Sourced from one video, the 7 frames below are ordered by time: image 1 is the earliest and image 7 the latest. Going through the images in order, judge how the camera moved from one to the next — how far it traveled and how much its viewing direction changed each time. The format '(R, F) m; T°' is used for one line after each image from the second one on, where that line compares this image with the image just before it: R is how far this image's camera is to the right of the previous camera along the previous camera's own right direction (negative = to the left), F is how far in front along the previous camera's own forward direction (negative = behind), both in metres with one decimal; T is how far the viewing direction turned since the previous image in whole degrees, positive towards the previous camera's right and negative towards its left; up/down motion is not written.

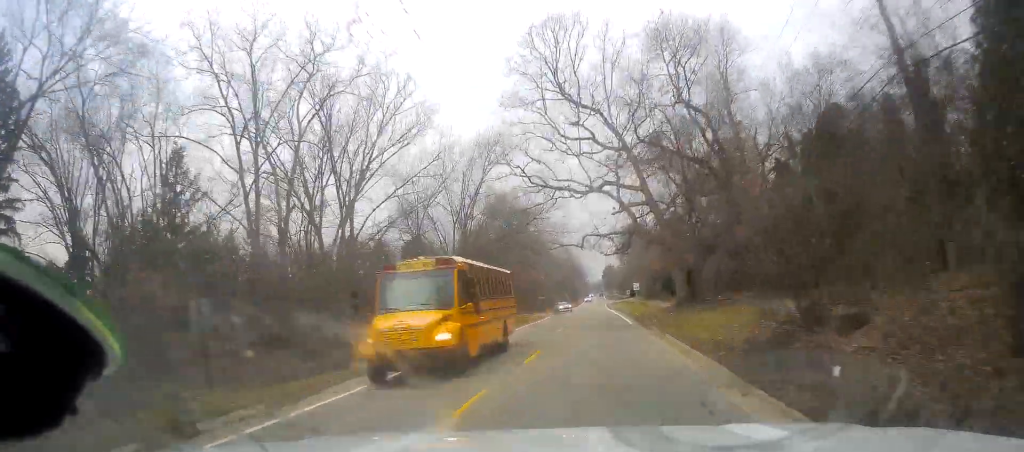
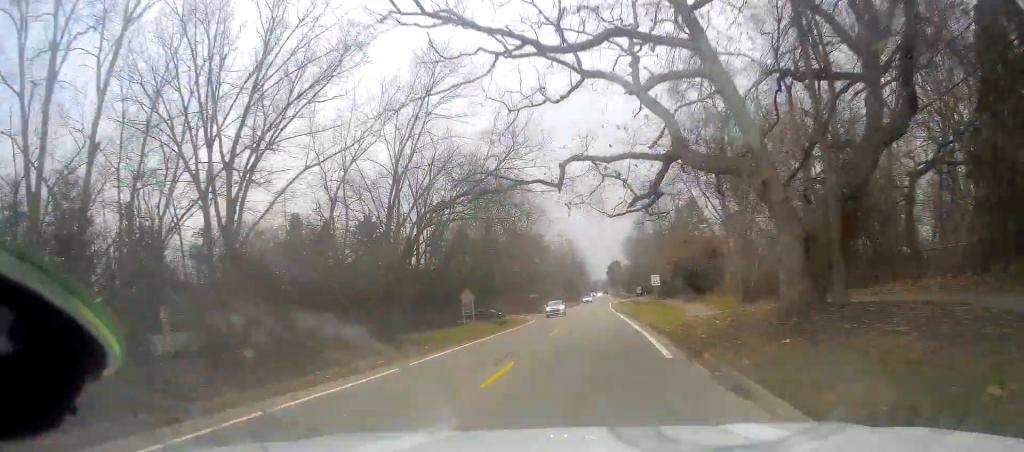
(-0.1, +19.4) m; -1°
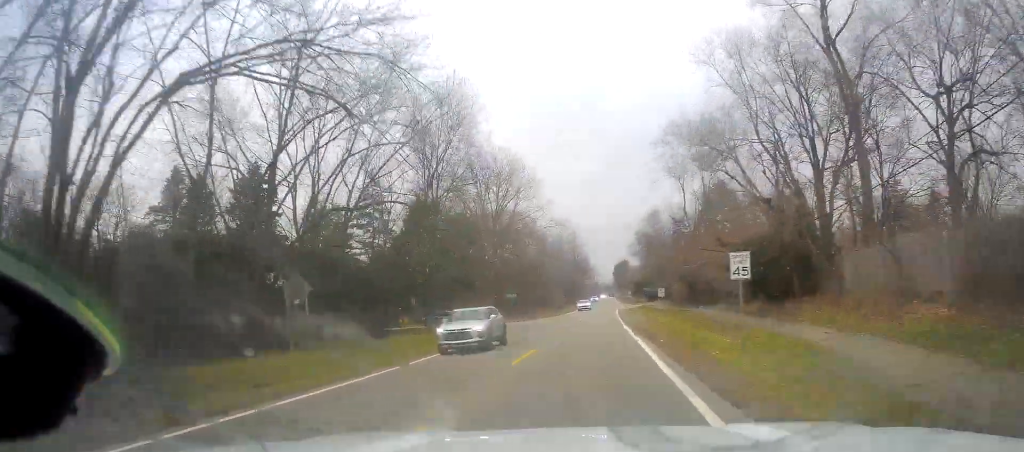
(-0.1, +25.6) m; -1°
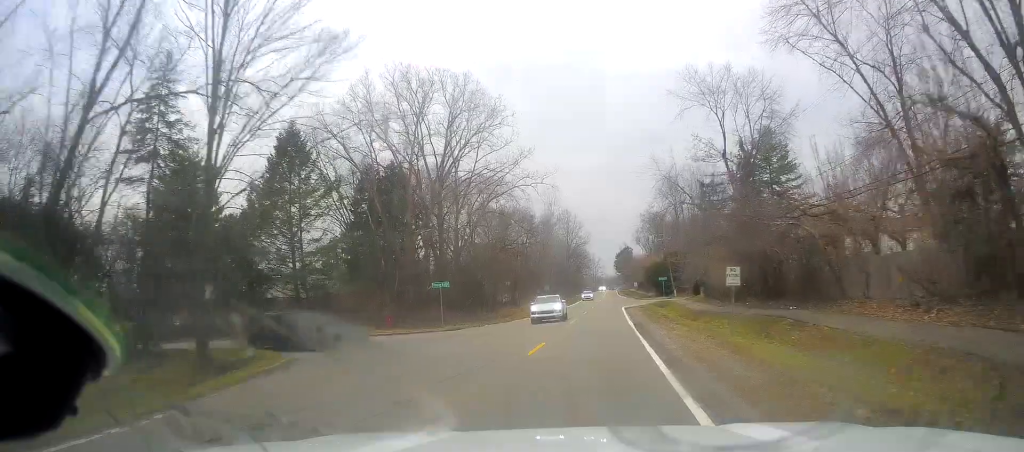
(-0.3, +29.6) m; 0°
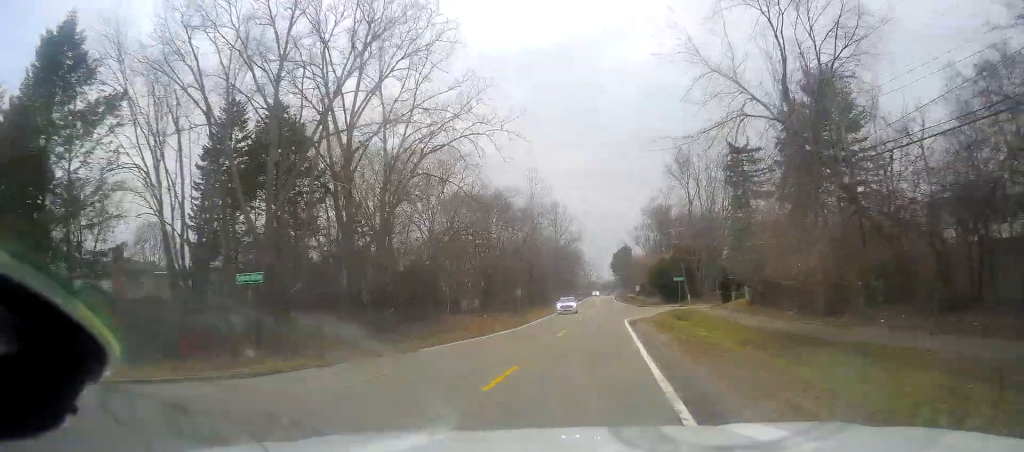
(+0.4, +21.4) m; +1°
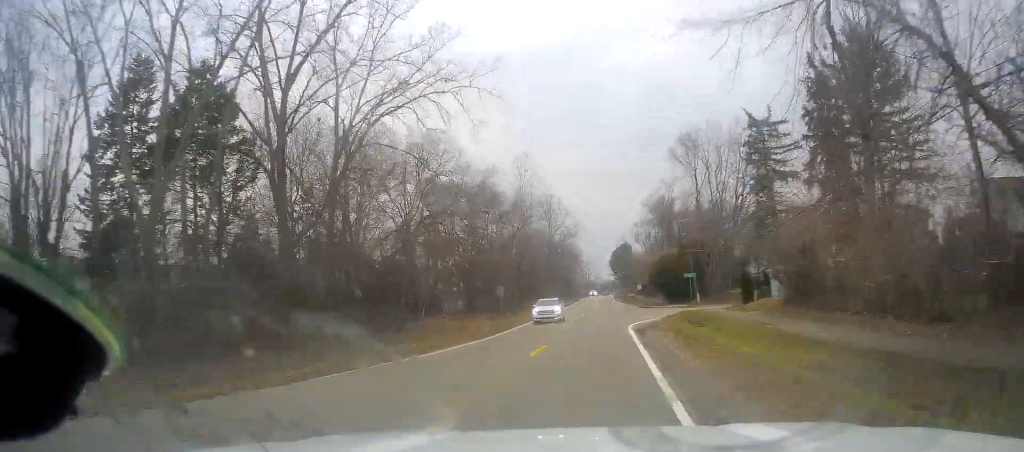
(+0.1, +8.8) m; -1°
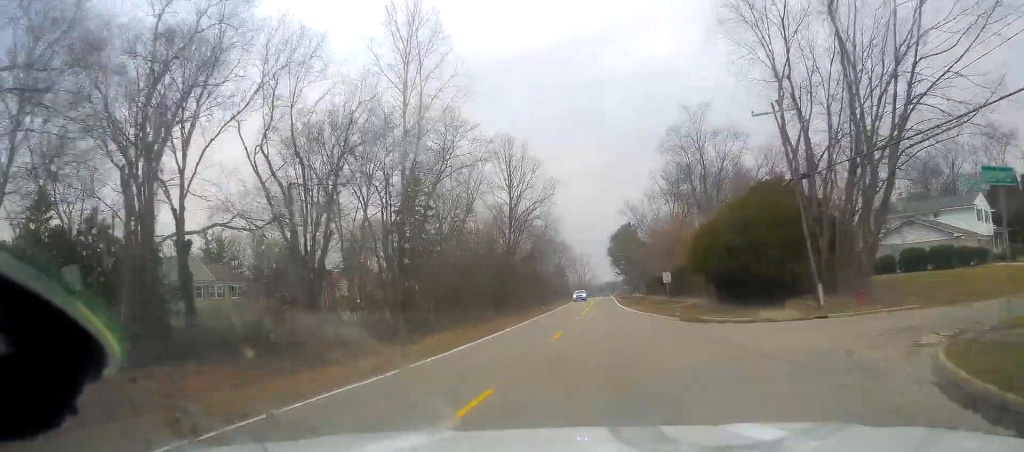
(-0.2, +40.6) m; 0°
